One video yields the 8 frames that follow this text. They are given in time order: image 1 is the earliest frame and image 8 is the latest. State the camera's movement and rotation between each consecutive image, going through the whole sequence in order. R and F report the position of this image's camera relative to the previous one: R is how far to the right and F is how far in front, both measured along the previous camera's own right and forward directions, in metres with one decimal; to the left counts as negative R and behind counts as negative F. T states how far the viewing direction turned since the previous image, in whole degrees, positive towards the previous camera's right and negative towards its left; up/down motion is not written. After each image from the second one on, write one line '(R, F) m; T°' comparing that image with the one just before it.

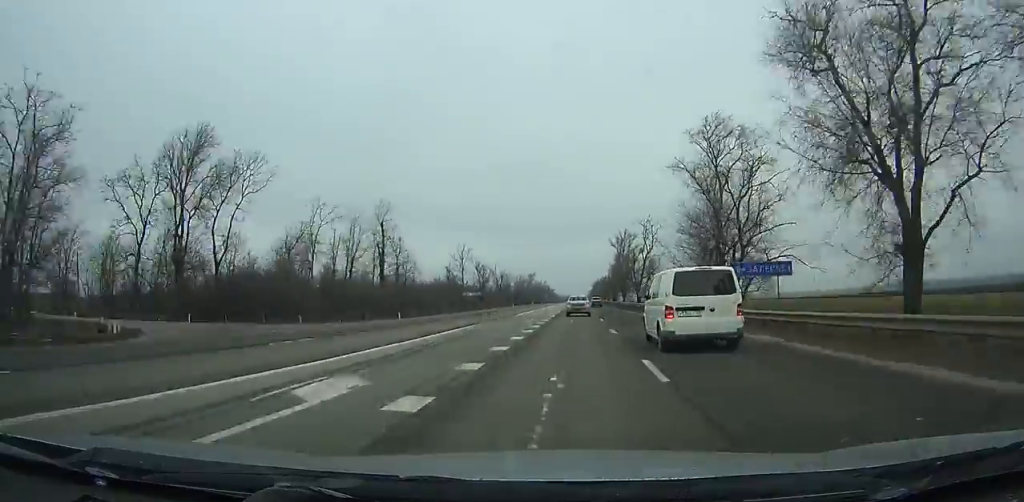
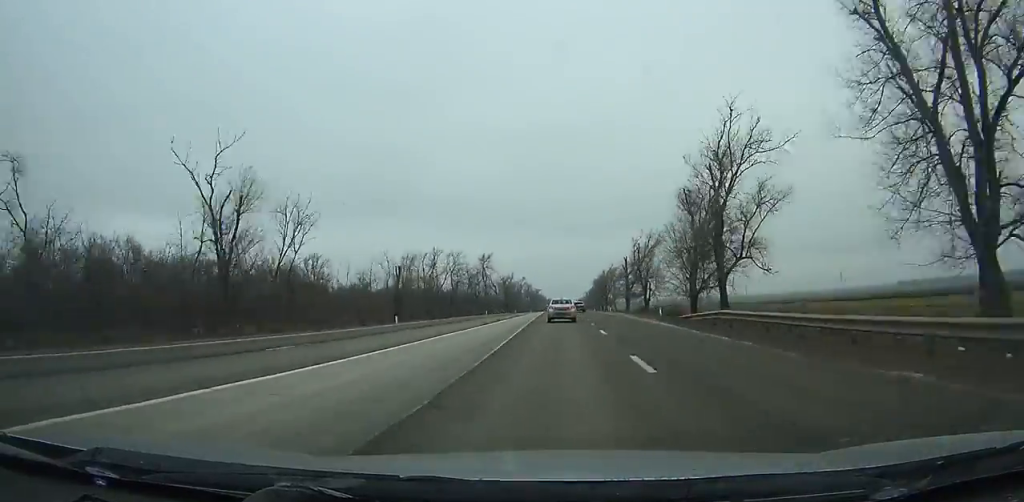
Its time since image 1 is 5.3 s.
(-0.4, +130.4) m; 0°
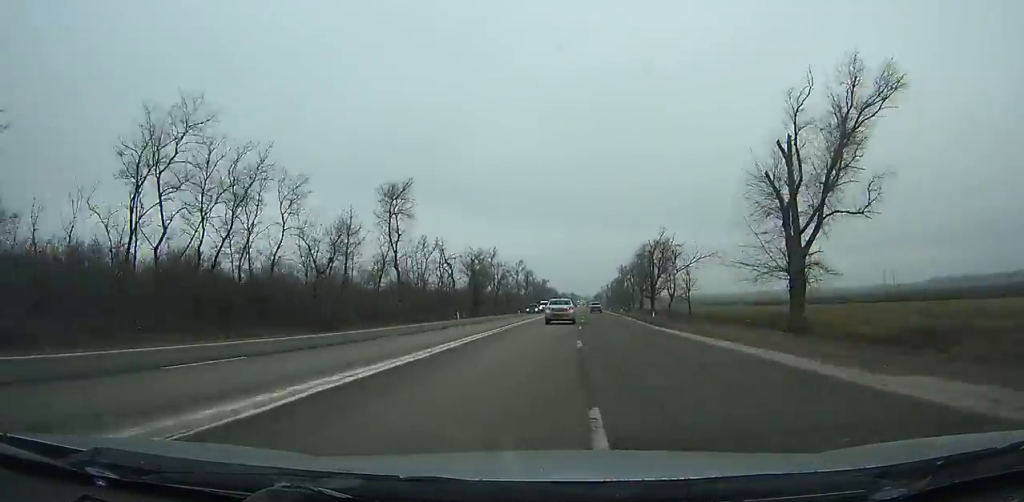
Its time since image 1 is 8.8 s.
(-0.4, +86.8) m; 0°
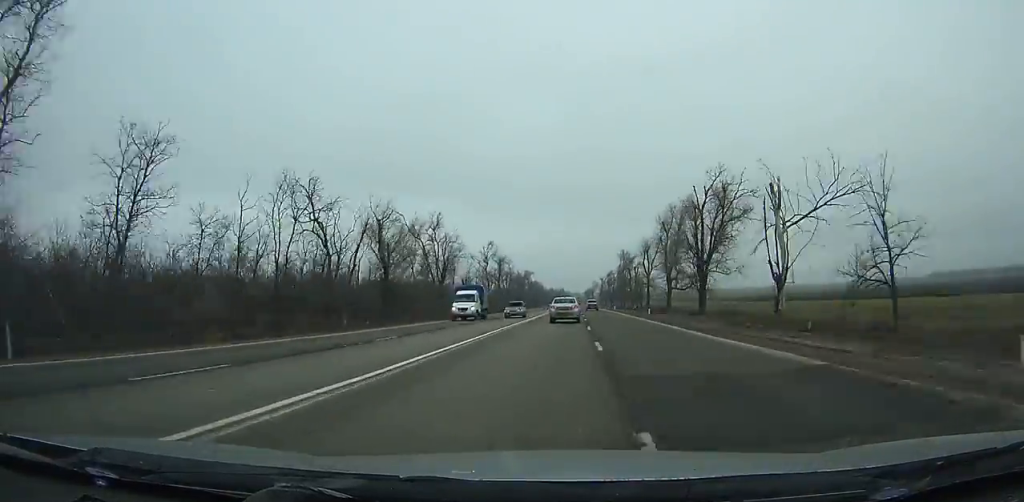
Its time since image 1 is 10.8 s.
(0.0, +49.9) m; 0°
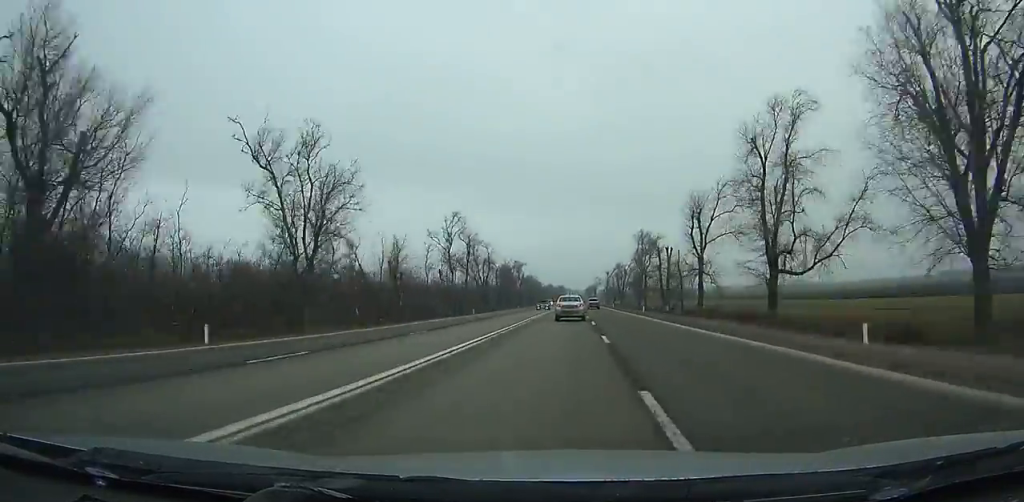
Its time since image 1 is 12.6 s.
(+0.2, +45.0) m; 0°
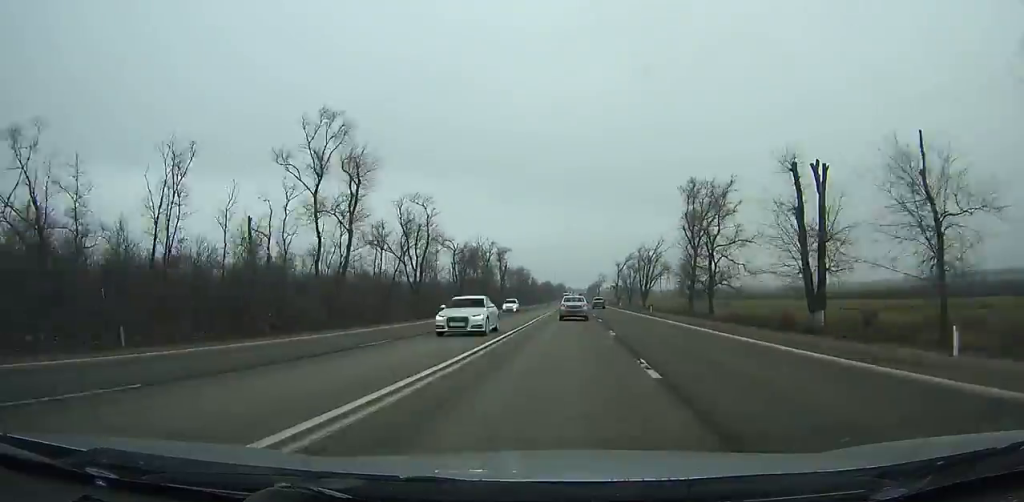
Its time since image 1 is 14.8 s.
(0.0, +55.3) m; 0°
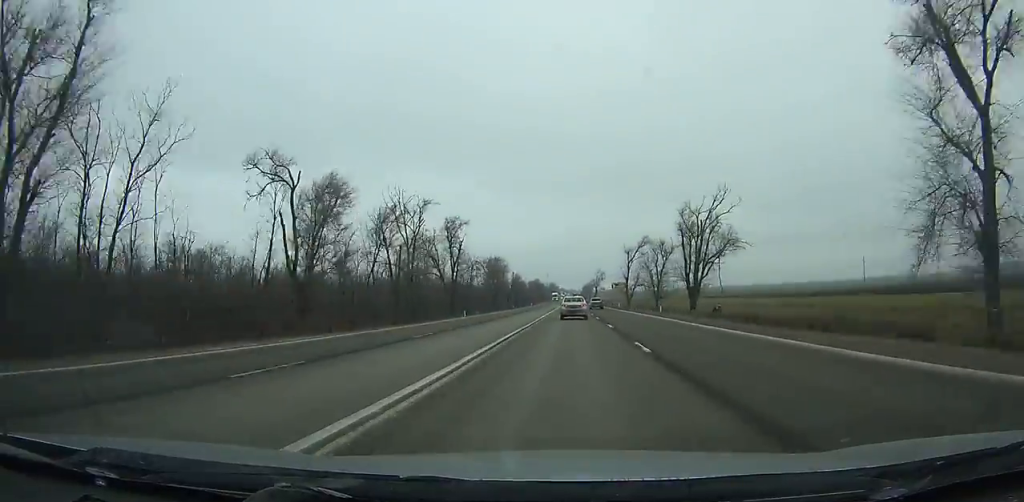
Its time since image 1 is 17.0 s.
(0.0, +55.4) m; 0°
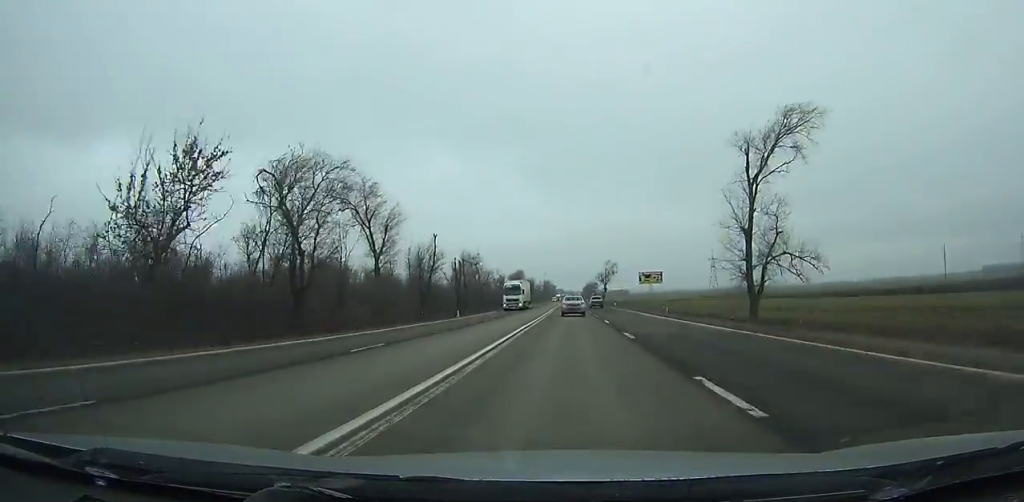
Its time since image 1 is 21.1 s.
(+0.3, +103.3) m; 0°
